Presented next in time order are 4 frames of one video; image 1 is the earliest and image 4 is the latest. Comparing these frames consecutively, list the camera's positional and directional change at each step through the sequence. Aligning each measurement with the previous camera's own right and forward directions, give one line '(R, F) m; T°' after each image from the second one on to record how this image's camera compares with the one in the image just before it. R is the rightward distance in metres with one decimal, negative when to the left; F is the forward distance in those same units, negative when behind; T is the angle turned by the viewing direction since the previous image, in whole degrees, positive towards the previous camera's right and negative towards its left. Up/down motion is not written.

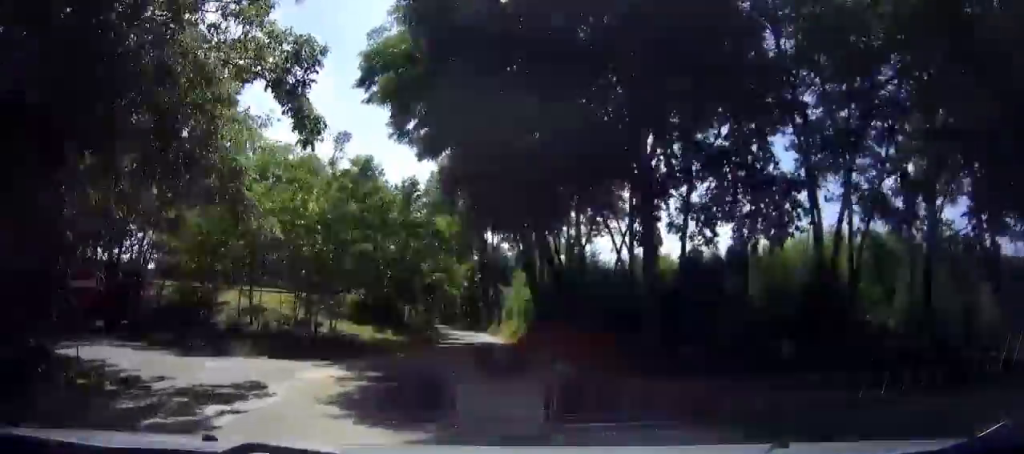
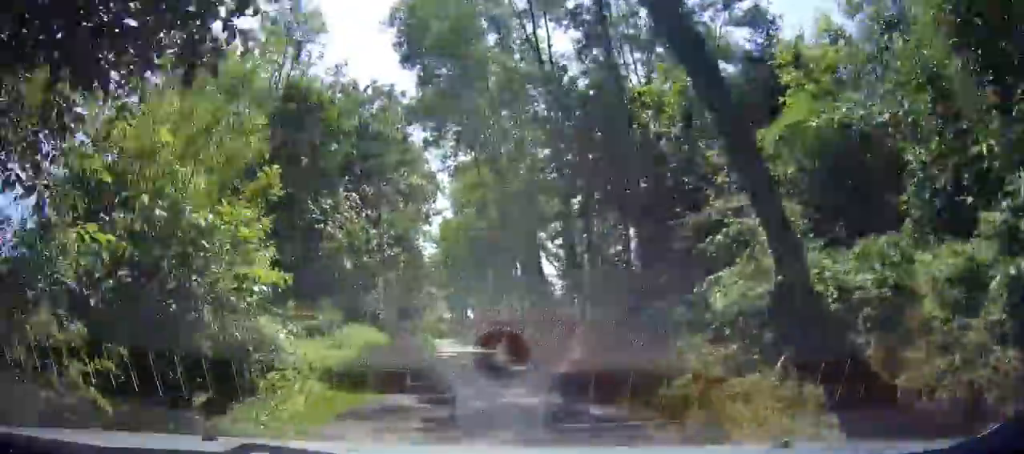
(-1.2, +37.6) m; -6°
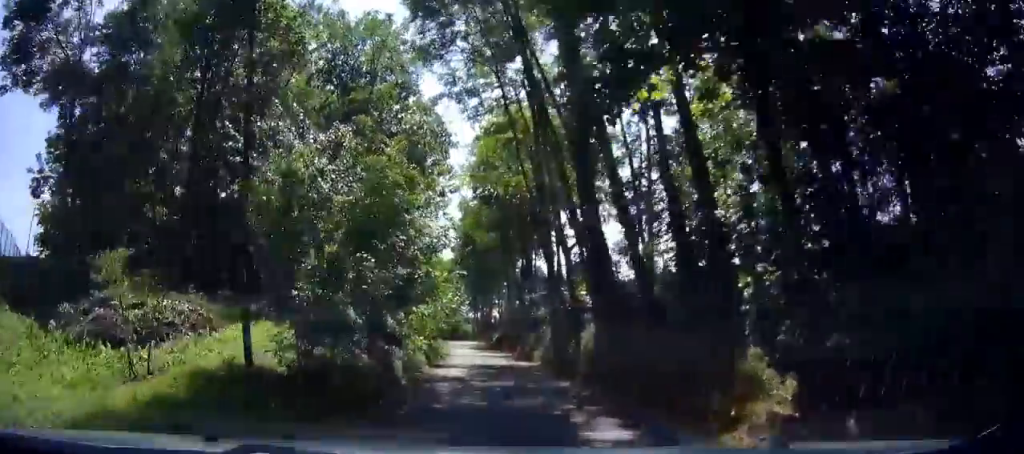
(-0.7, +10.7) m; -2°
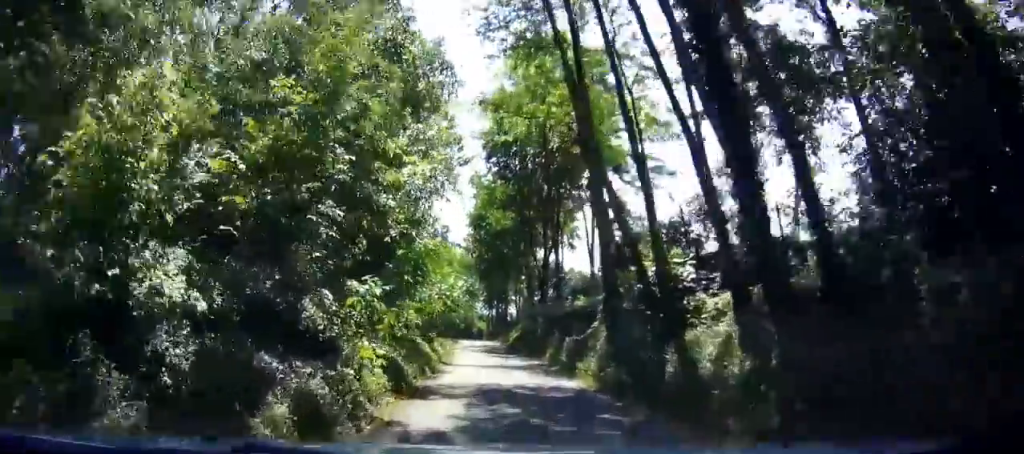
(+0.1, +8.1) m; 0°
